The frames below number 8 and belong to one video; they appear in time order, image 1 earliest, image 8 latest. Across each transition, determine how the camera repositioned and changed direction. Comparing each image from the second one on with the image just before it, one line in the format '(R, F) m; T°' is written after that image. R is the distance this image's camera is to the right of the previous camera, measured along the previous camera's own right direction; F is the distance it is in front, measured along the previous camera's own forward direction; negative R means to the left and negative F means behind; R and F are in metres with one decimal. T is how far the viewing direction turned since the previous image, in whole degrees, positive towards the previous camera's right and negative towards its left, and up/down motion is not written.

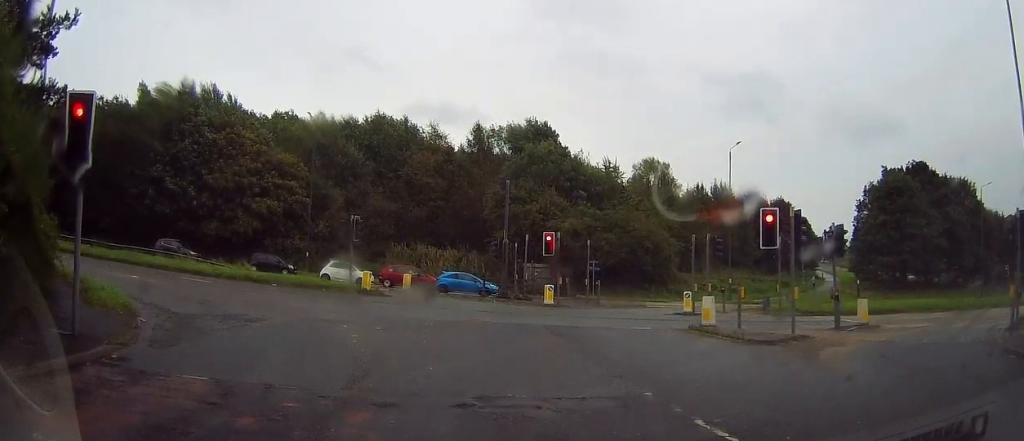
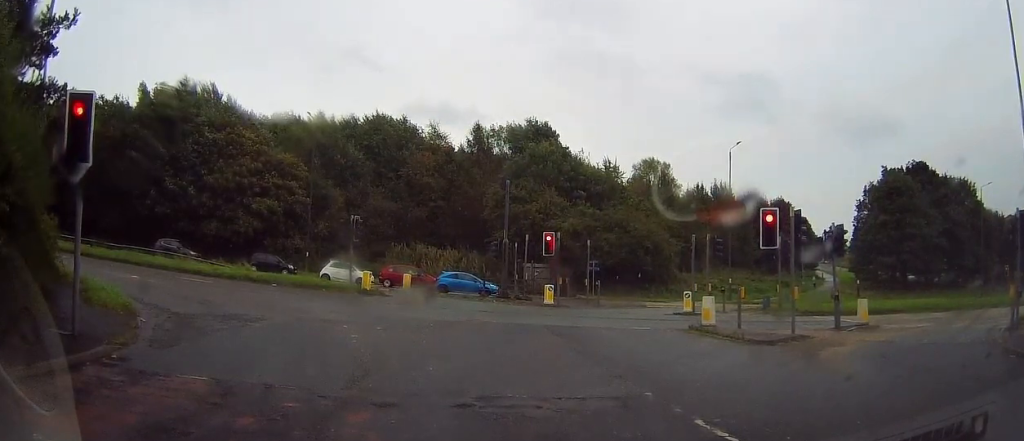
(0.0, 0.0) m; 0°
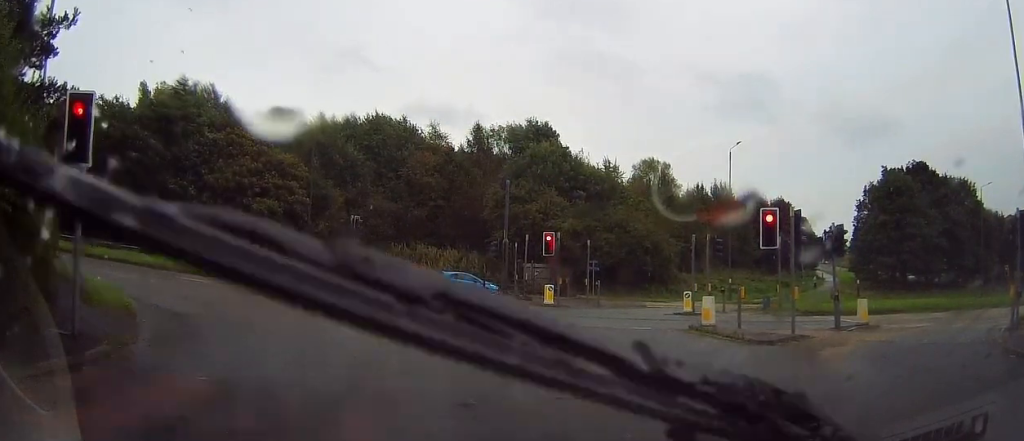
(0.0, 0.0) m; 0°
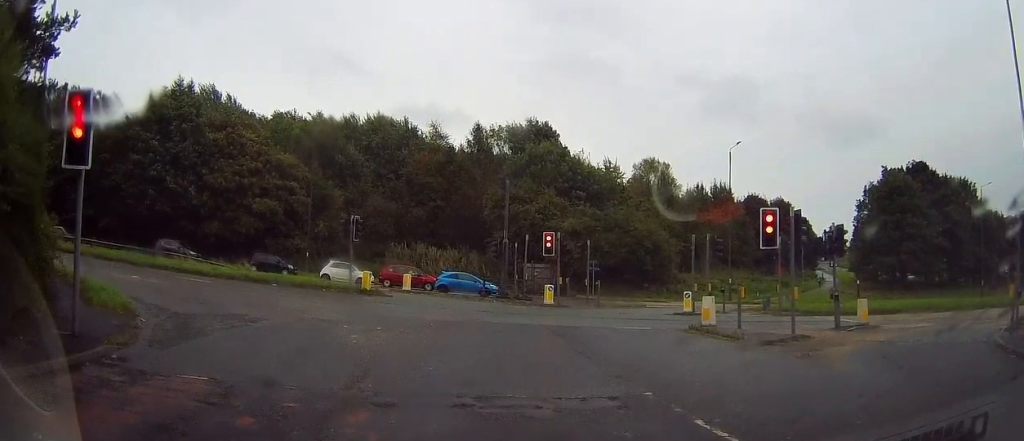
(0.0, 0.0) m; 0°
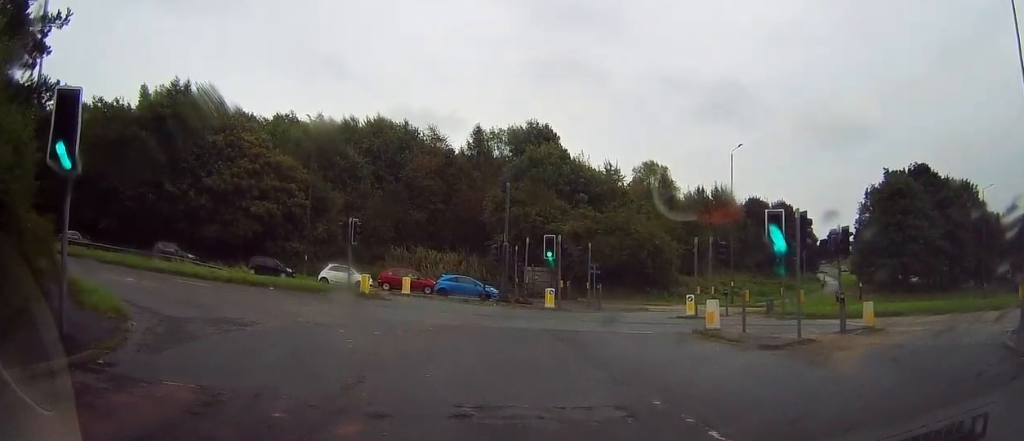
(0.0, +0.2) m; 0°
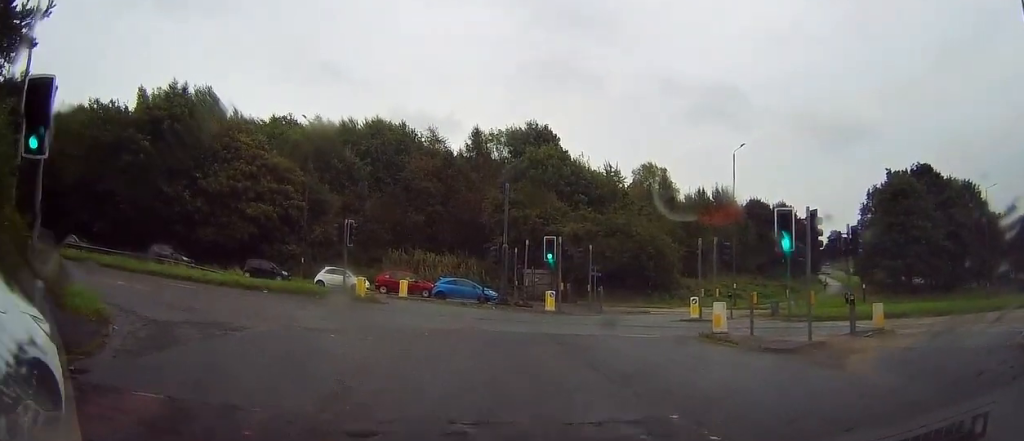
(+0.1, +0.5) m; 0°
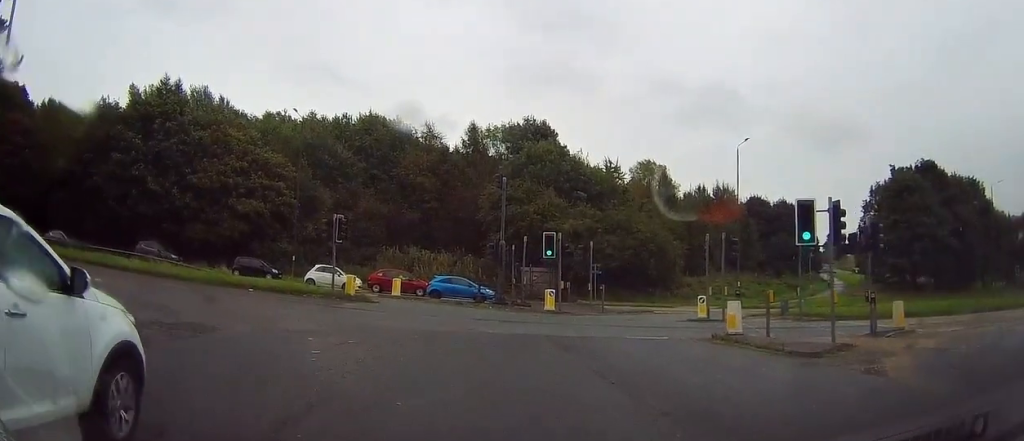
(+0.1, +0.9) m; 0°
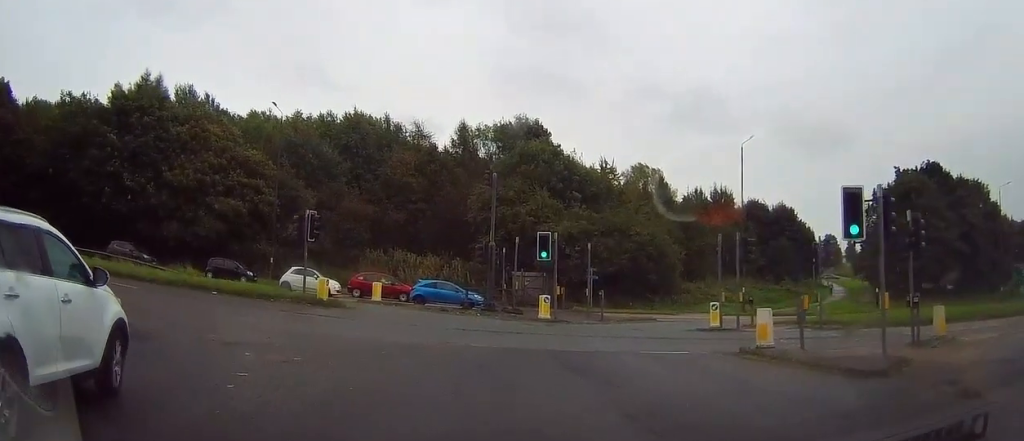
(-0.1, +2.3) m; -3°
